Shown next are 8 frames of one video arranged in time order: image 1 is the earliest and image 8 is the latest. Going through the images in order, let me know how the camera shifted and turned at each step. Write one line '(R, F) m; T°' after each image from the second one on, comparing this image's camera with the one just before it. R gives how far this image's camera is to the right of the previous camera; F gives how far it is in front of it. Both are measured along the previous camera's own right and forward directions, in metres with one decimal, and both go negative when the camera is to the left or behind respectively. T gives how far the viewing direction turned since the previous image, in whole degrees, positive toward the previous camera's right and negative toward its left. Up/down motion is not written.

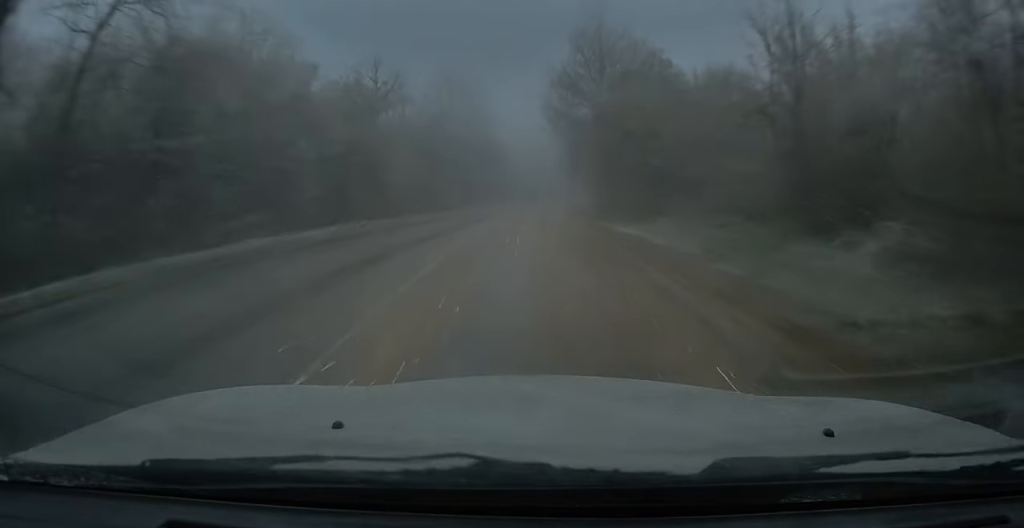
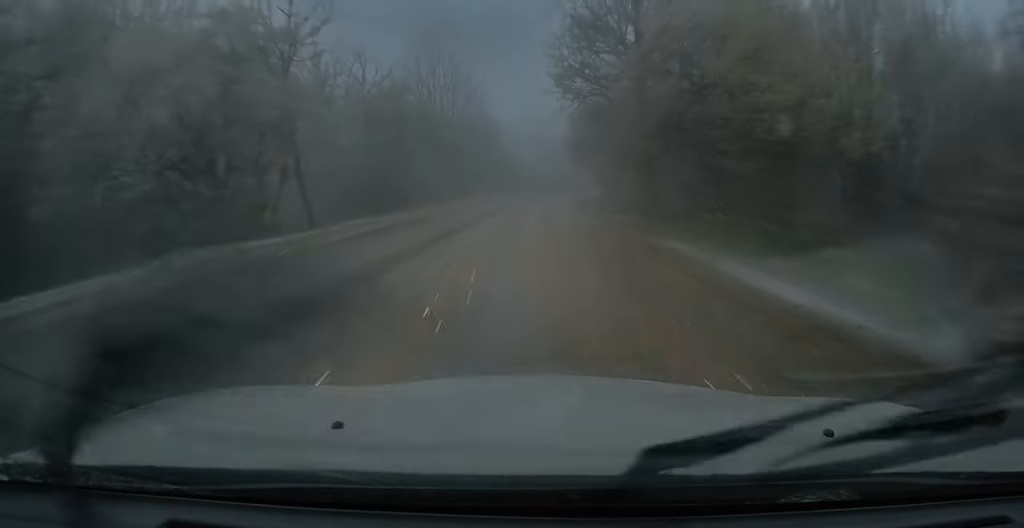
(+0.1, +12.6) m; -1°
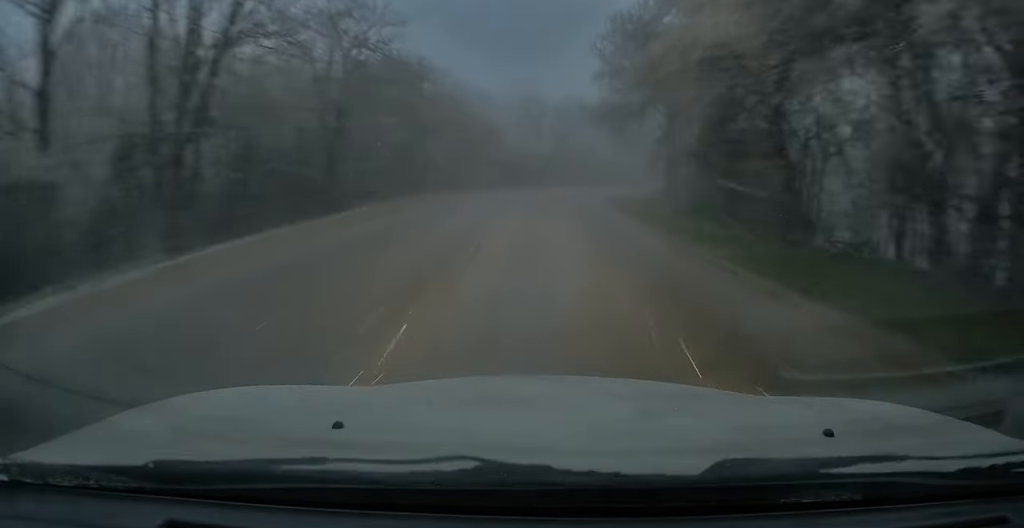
(+0.4, +42.8) m; +2°
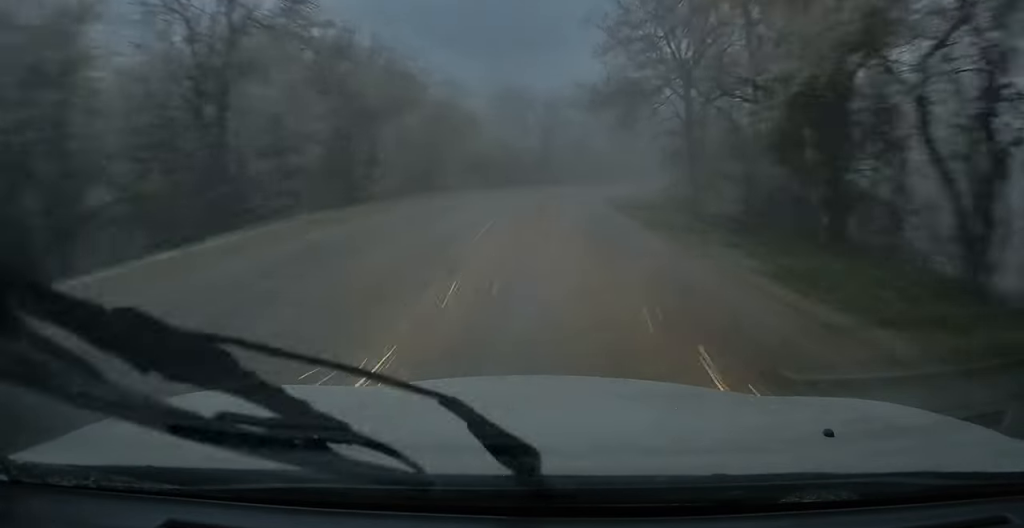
(0.0, +8.3) m; 0°
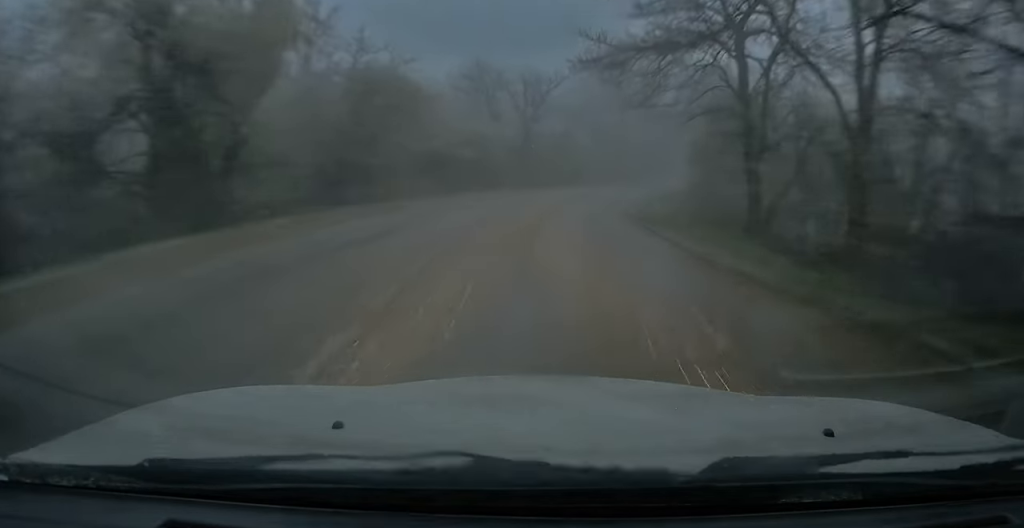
(0.0, +11.2) m; +3°
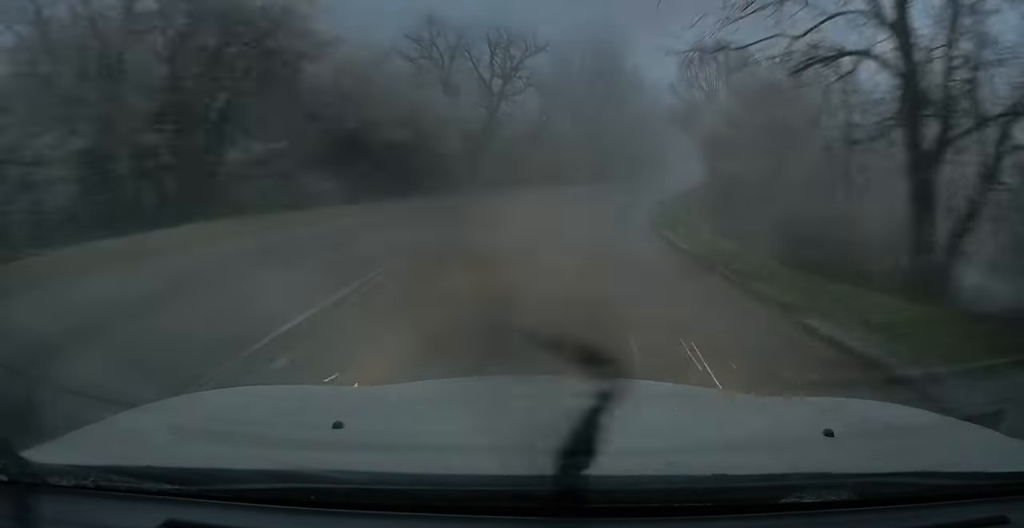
(+0.6, +10.8) m; +5°
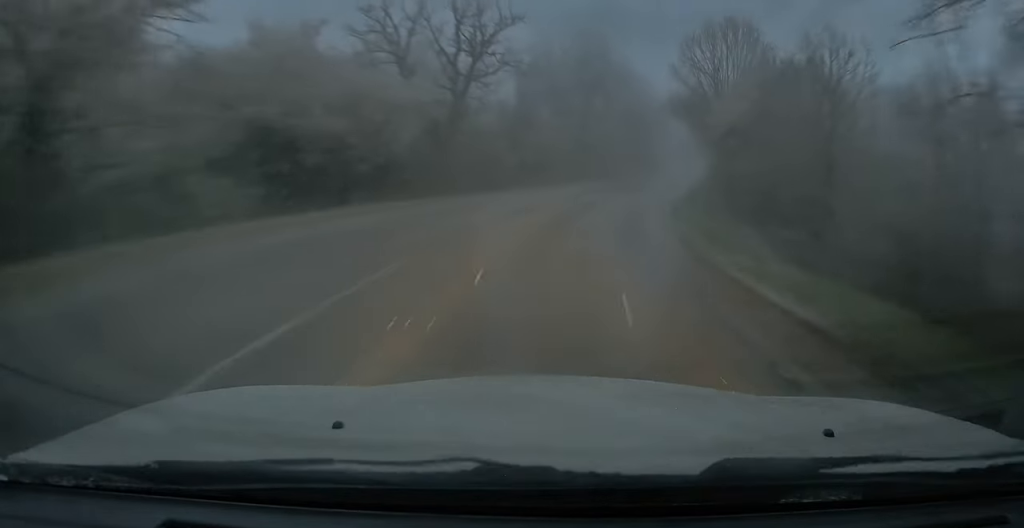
(0.0, +6.1) m; +3°
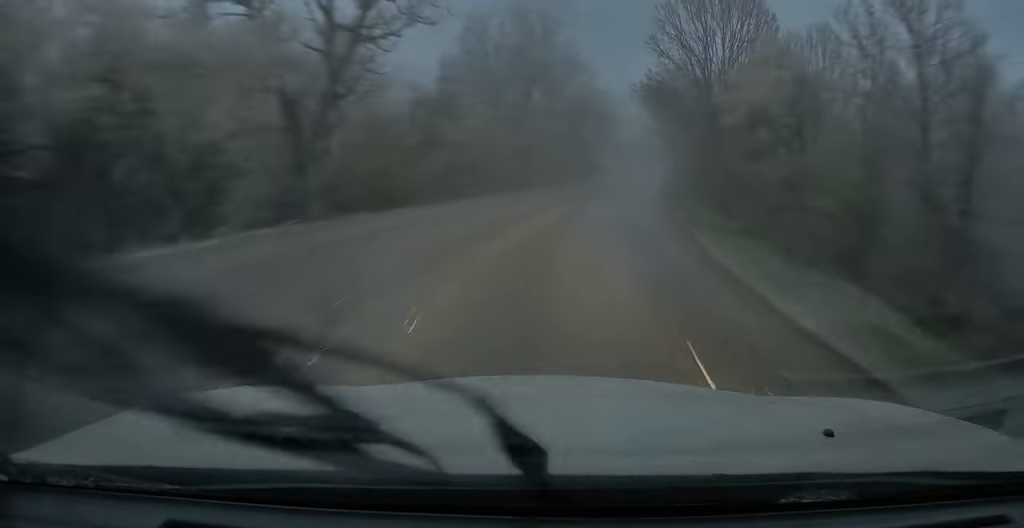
(+0.6, +9.6) m; +5°
